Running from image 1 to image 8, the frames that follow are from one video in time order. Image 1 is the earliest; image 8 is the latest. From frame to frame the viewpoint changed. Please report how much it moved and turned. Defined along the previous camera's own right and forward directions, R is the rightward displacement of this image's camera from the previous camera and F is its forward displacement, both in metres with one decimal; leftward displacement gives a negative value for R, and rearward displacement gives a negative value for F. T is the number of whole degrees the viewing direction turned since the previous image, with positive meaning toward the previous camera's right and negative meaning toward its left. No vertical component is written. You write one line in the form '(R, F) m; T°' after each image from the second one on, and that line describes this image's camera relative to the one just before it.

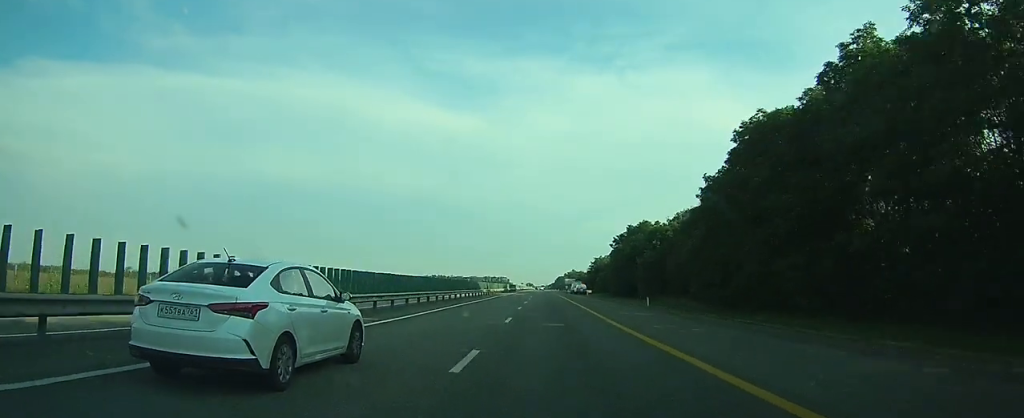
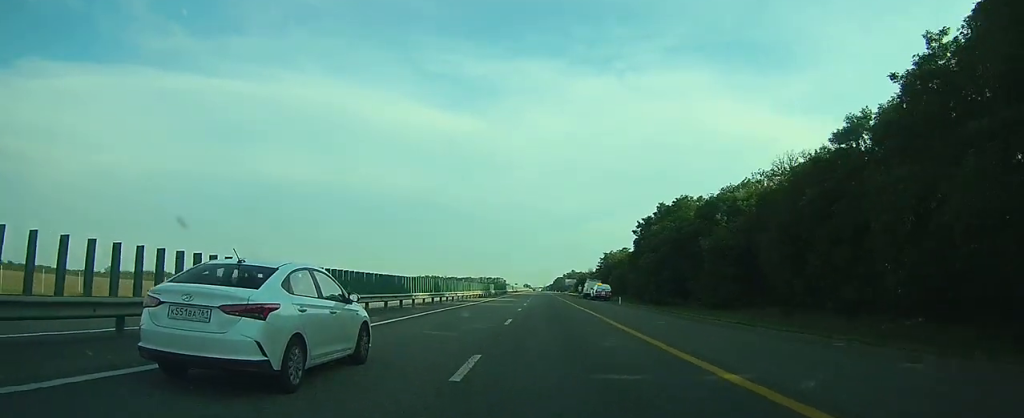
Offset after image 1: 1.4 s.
(0.0, +31.1) m; 0°
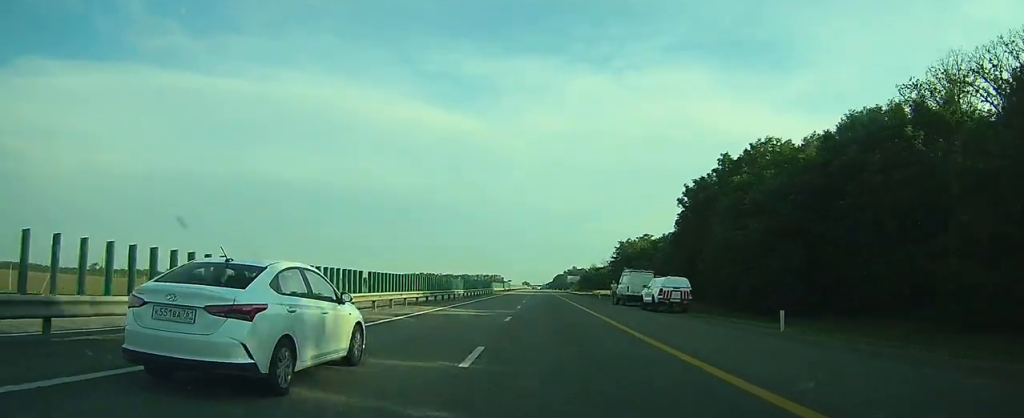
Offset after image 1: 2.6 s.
(0.0, +27.8) m; 0°
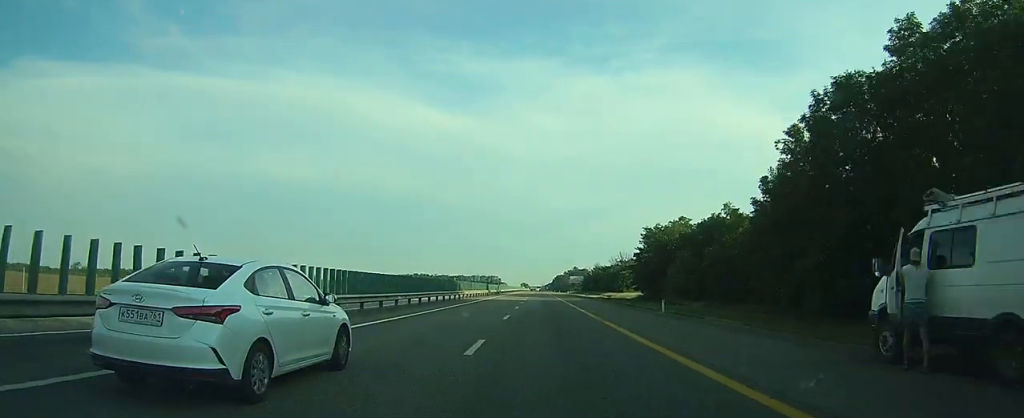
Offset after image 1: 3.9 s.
(0.0, +28.2) m; 0°
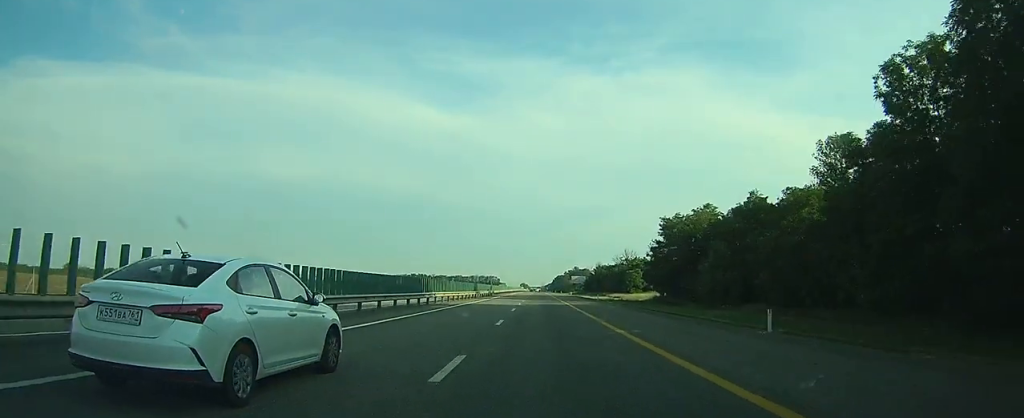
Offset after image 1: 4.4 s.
(0.0, +12.7) m; 0°
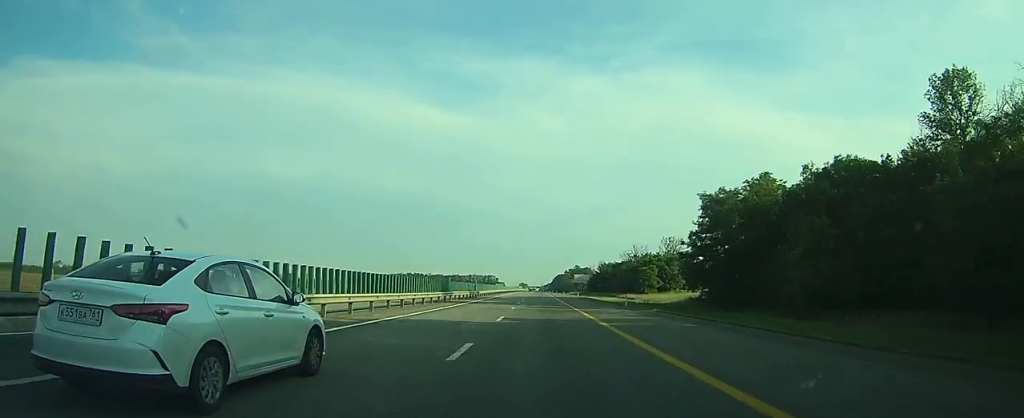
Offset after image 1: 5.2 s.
(0.0, +19.9) m; 0°
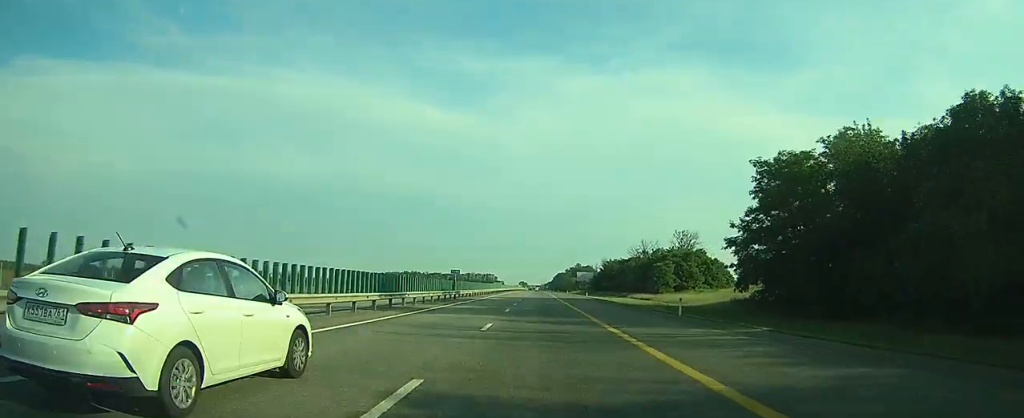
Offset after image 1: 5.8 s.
(0.0, +16.7) m; 0°
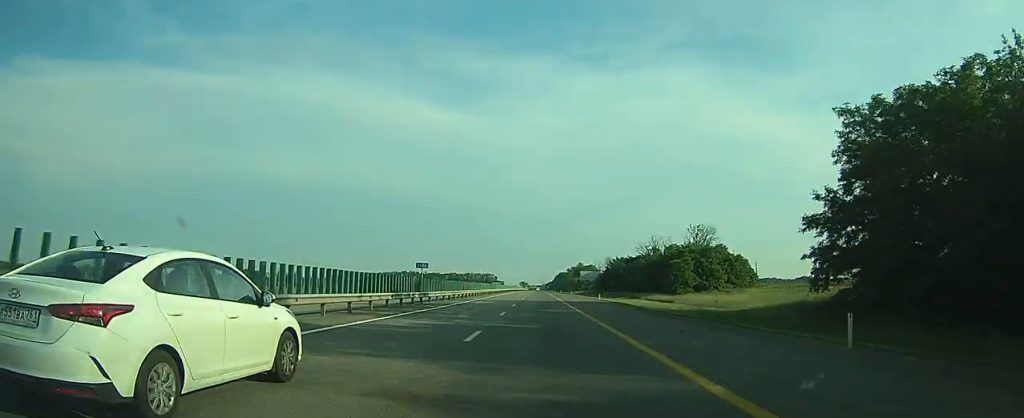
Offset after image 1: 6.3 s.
(0.0, +15.7) m; 0°
